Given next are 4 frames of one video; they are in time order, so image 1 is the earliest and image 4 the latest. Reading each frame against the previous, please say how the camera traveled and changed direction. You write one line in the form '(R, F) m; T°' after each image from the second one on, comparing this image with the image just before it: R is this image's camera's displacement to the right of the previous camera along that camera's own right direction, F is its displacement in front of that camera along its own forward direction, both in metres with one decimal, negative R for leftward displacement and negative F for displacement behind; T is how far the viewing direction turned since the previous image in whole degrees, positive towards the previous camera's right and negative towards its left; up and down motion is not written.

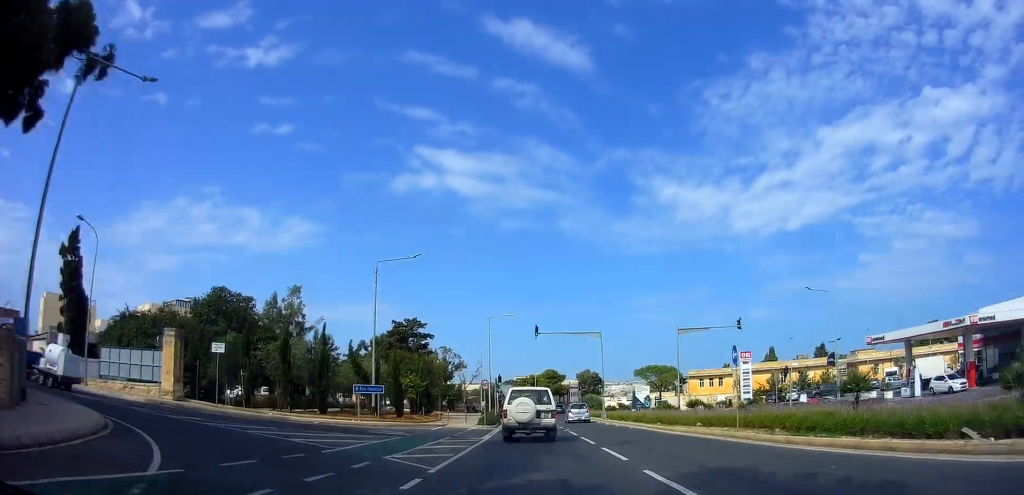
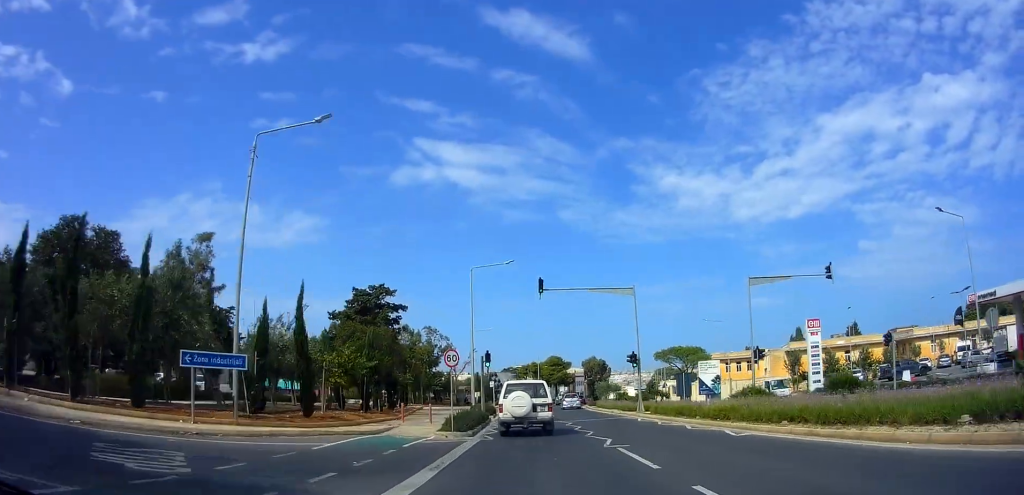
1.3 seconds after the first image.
(-0.3, +14.5) m; +3°
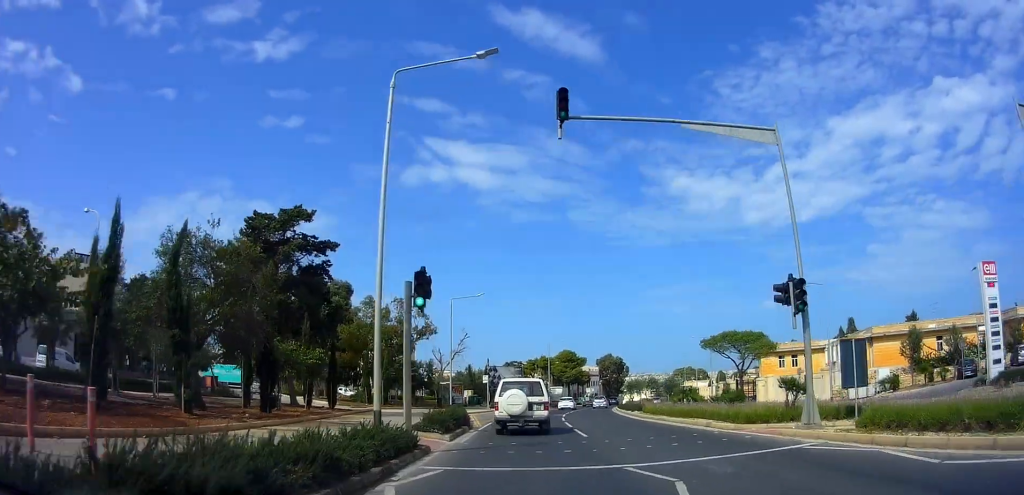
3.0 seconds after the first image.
(+0.5, +19.8) m; -2°
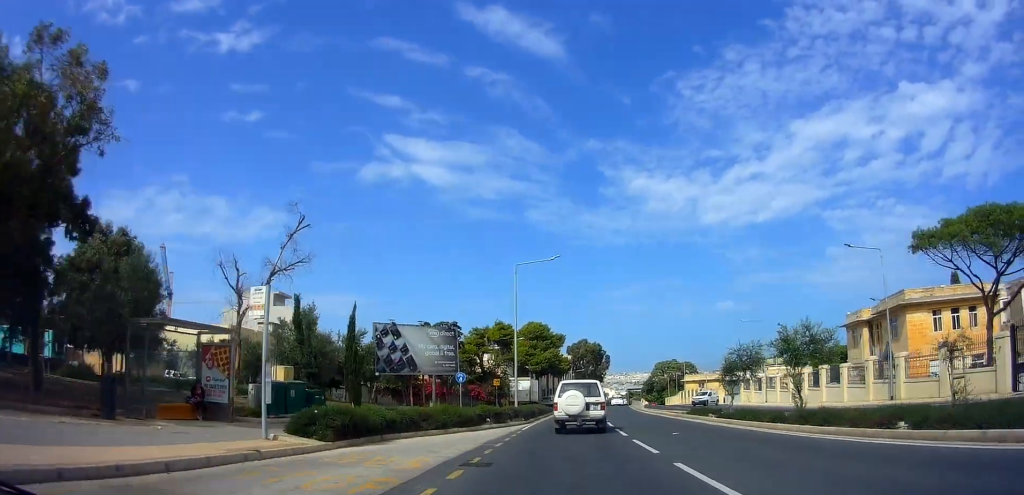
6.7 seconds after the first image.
(+0.2, +42.0) m; +4°
